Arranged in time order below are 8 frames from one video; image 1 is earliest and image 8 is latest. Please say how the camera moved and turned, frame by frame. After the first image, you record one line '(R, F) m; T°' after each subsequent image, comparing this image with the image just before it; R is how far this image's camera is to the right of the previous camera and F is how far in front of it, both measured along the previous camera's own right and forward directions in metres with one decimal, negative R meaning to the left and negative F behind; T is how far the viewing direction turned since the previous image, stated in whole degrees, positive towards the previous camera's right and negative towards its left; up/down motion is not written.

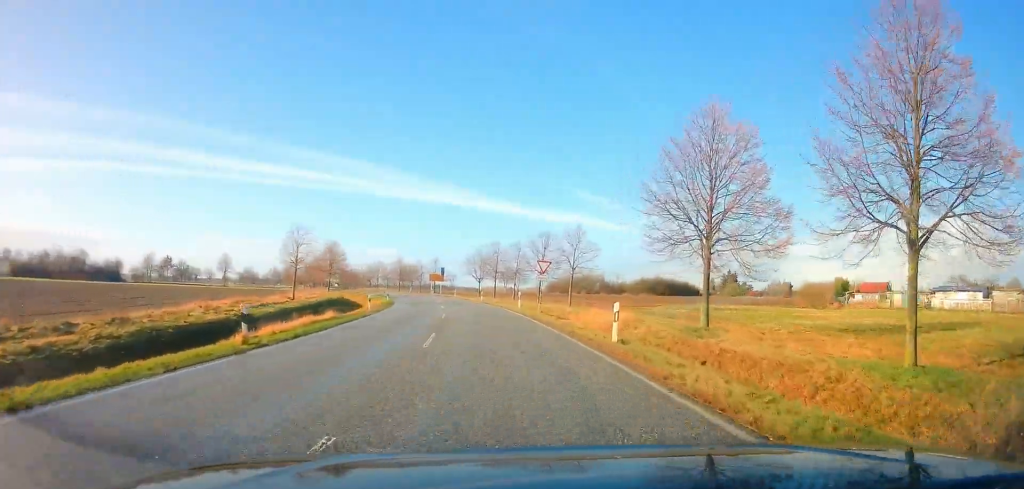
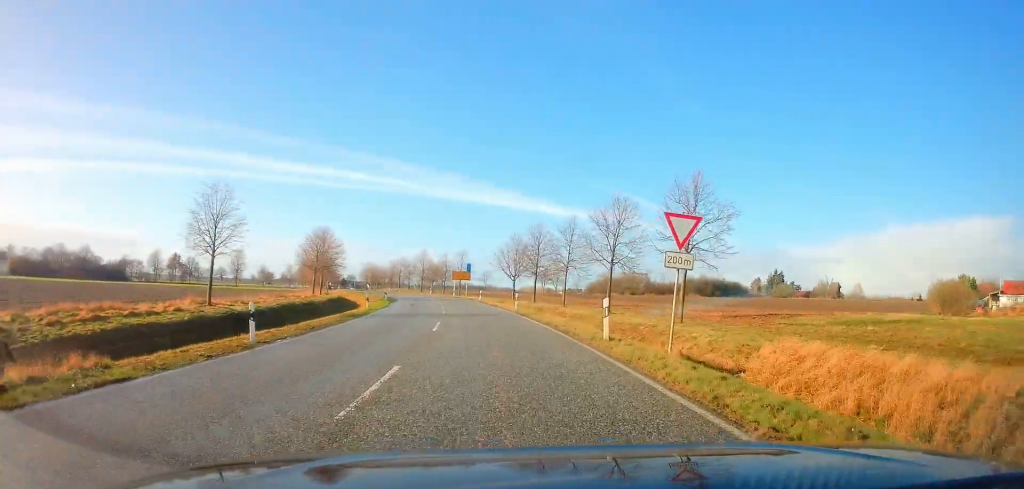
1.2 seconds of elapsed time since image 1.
(-0.6, +19.3) m; -4°
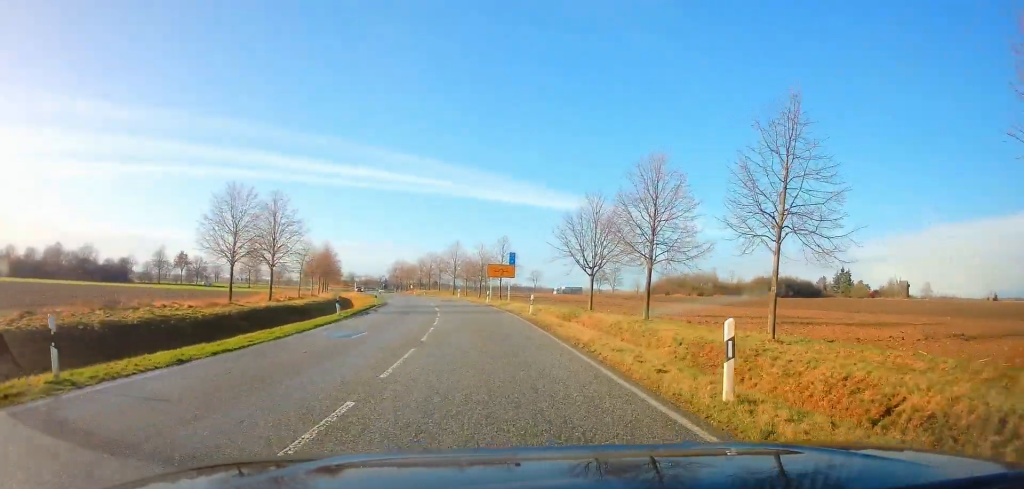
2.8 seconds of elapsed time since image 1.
(-1.5, +27.2) m; -5°
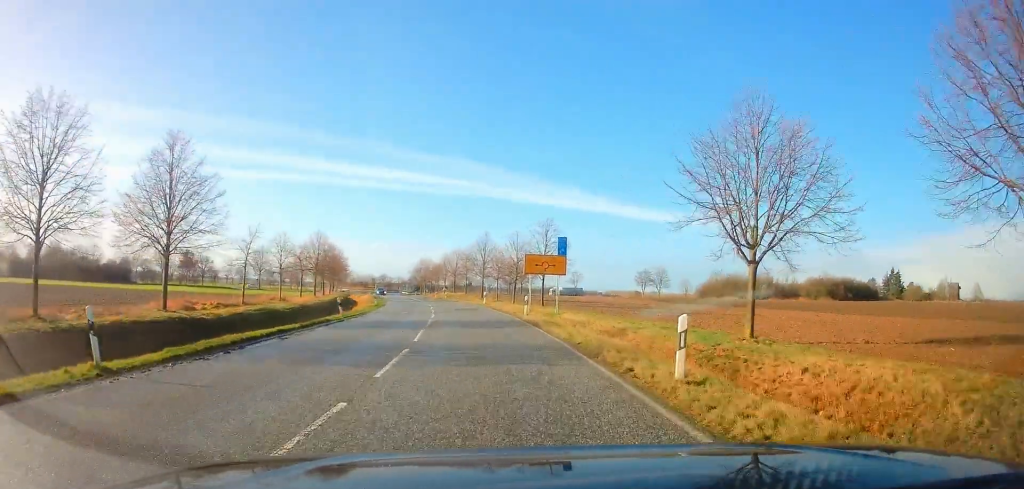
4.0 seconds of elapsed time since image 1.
(-0.2, +18.5) m; -4°
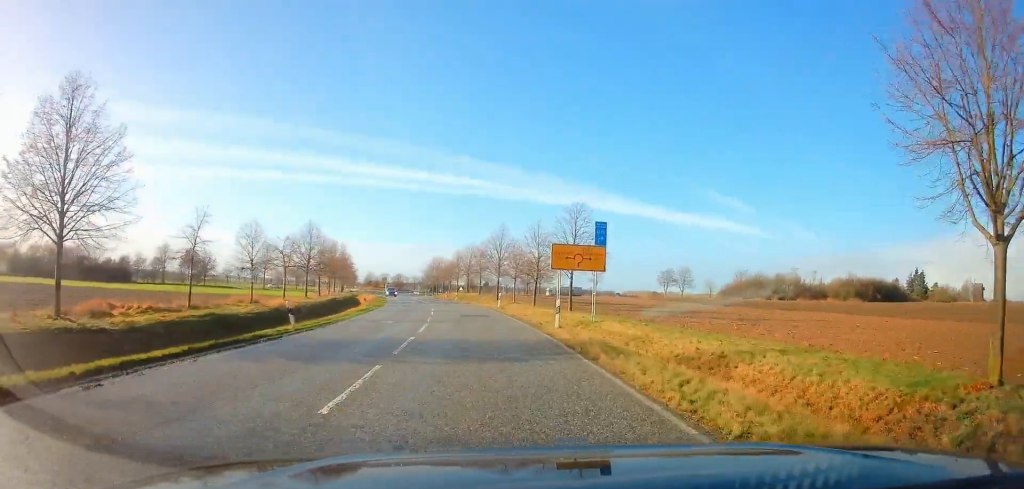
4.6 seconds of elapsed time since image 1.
(-0.3, +8.6) m; -2°
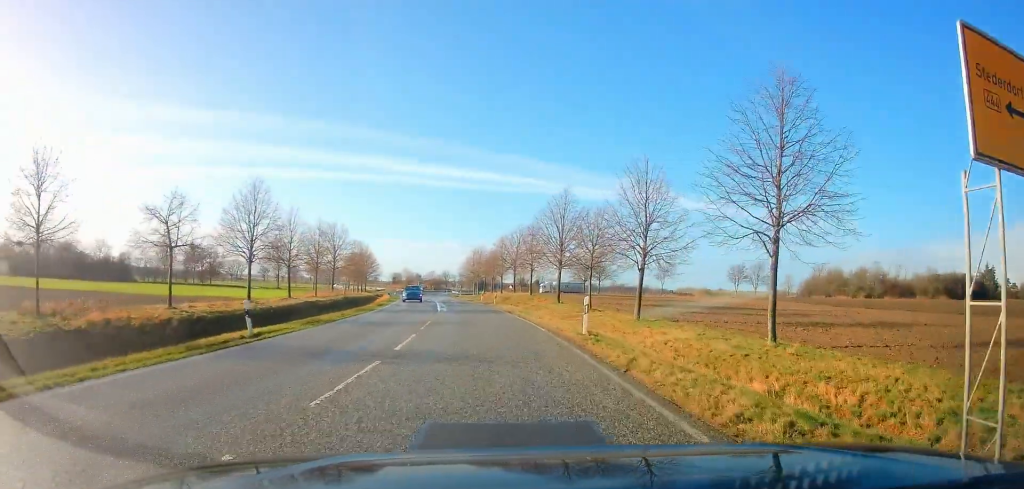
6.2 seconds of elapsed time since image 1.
(-1.0, +24.0) m; -4°
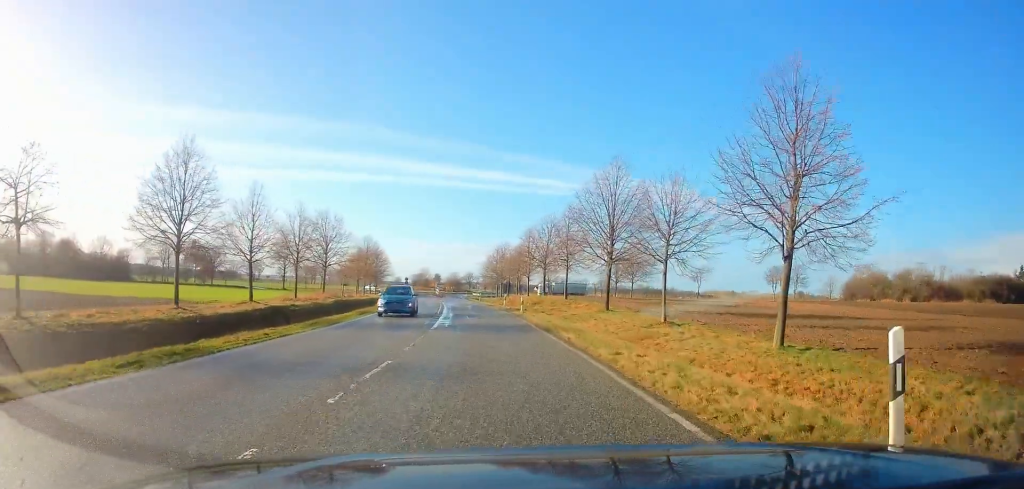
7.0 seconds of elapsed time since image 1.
(-0.4, +11.6) m; -3°
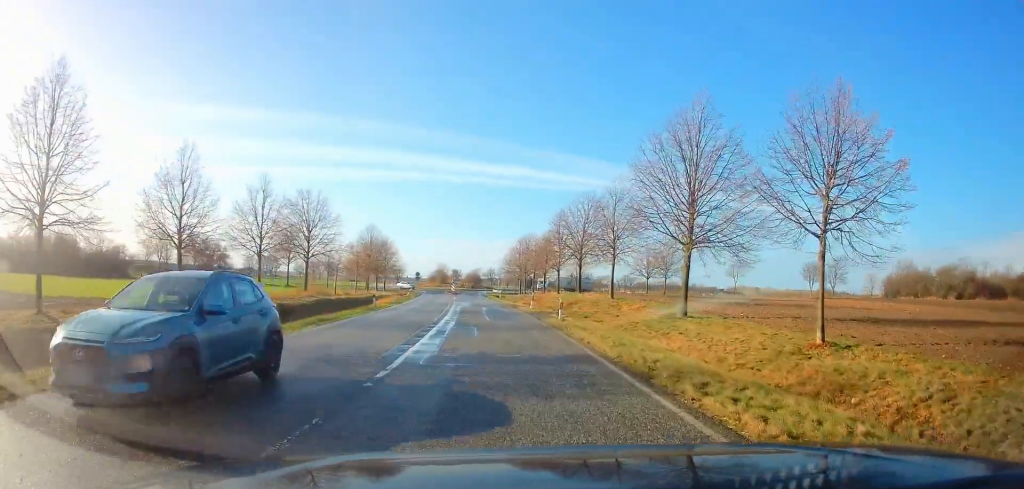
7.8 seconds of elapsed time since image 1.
(-0.4, +10.8) m; -2°
